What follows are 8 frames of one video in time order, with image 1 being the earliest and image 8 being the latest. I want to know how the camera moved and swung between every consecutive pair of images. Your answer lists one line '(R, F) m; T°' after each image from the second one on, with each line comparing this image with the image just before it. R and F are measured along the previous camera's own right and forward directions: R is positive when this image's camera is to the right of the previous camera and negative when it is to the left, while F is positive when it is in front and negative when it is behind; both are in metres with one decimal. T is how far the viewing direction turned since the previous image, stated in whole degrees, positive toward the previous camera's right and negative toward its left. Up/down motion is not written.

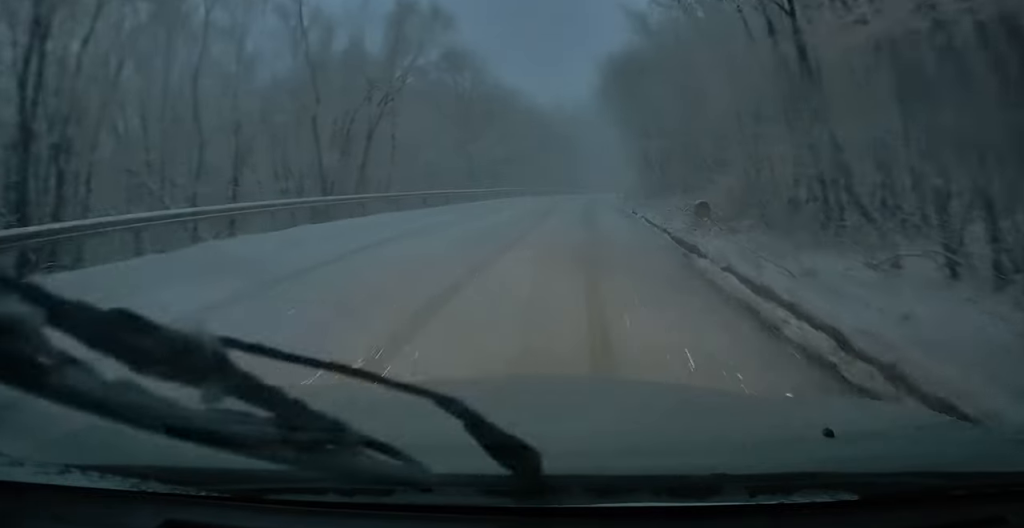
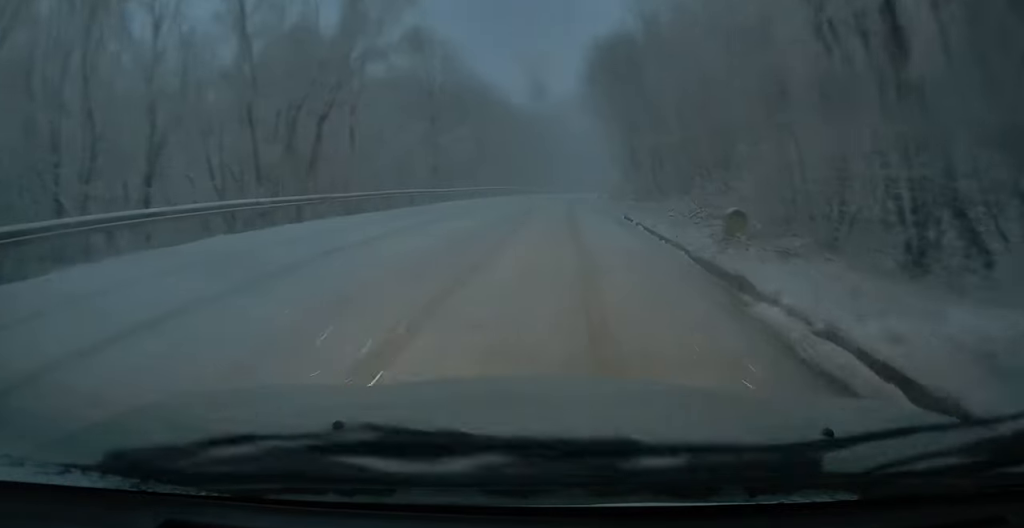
(-0.1, +3.7) m; 0°
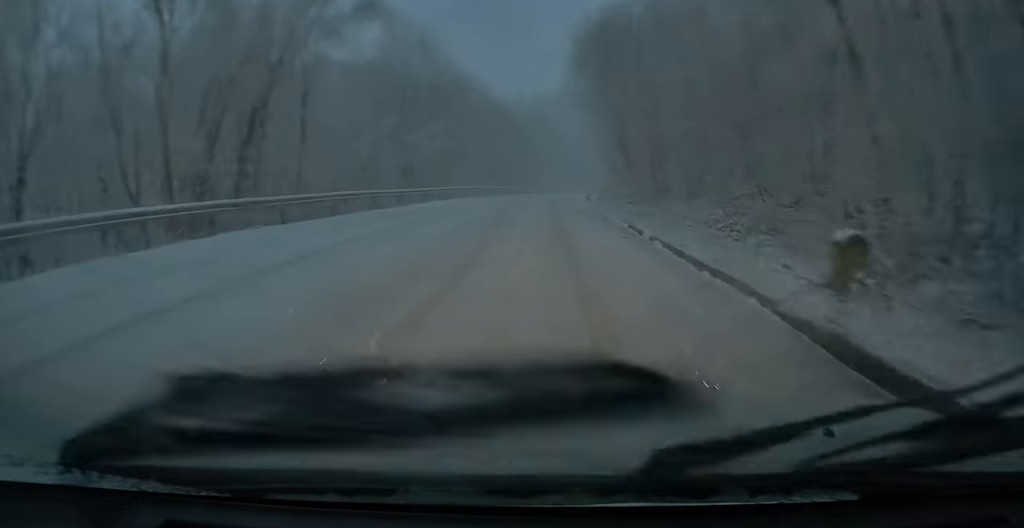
(+0.2, +4.1) m; +1°
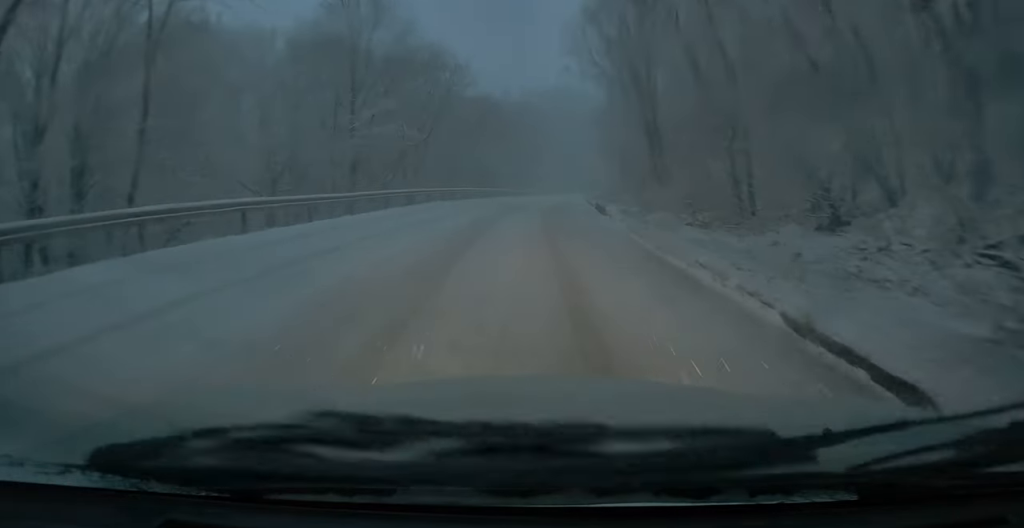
(+0.1, +10.0) m; 0°
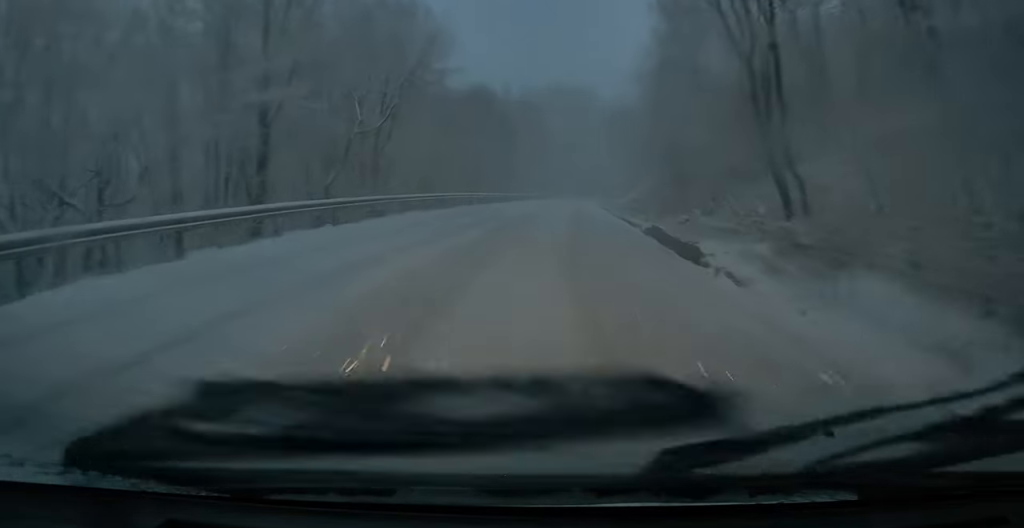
(-0.2, +11.2) m; -2°
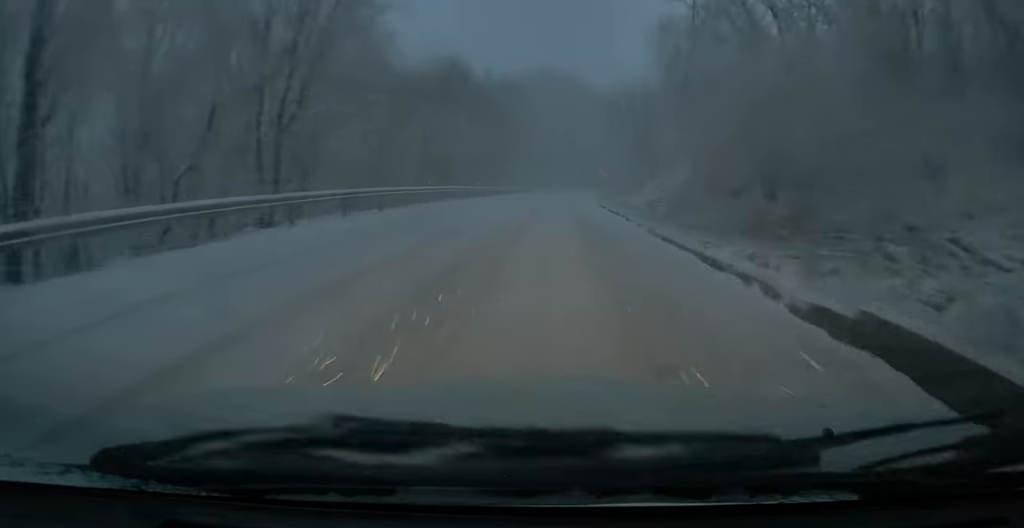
(+0.1, +10.3) m; +2°
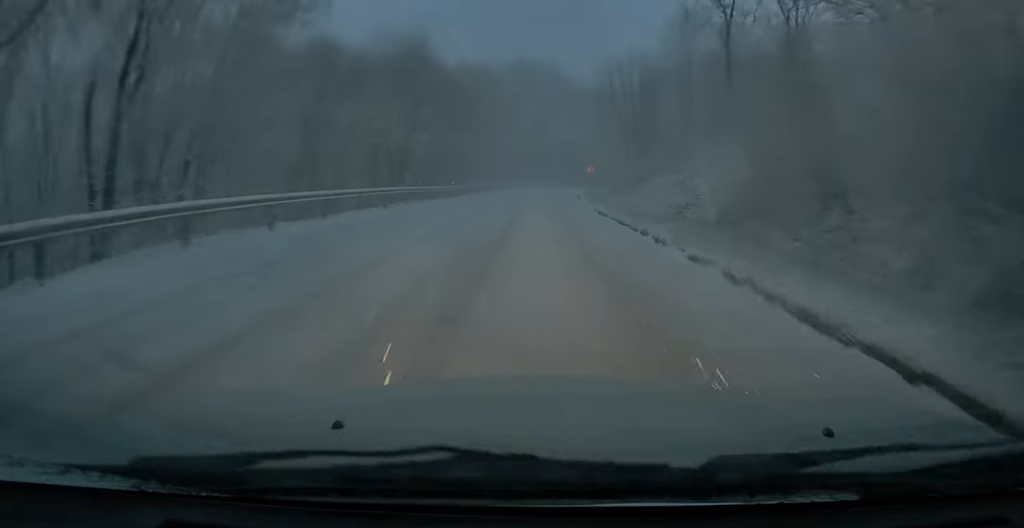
(+0.1, +7.8) m; +1°
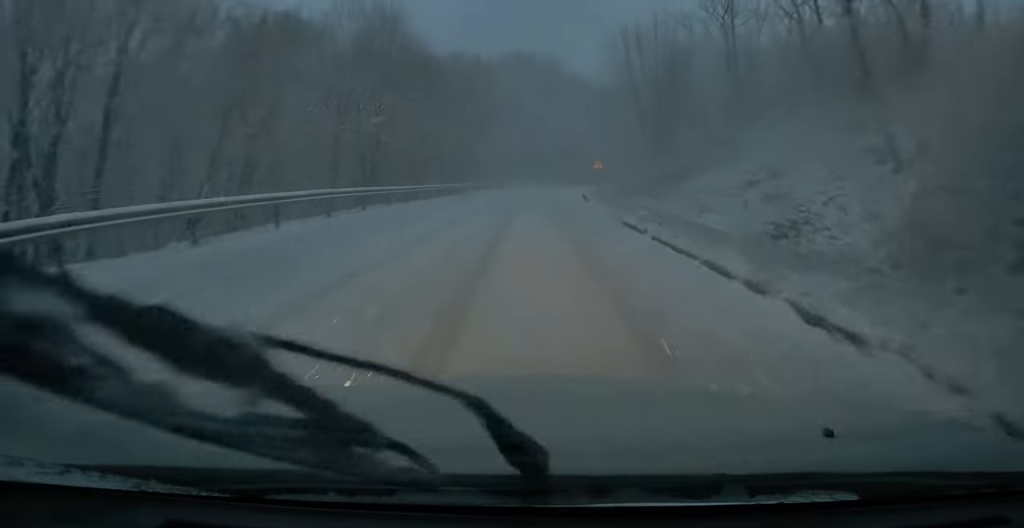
(0.0, +7.0) m; +1°
